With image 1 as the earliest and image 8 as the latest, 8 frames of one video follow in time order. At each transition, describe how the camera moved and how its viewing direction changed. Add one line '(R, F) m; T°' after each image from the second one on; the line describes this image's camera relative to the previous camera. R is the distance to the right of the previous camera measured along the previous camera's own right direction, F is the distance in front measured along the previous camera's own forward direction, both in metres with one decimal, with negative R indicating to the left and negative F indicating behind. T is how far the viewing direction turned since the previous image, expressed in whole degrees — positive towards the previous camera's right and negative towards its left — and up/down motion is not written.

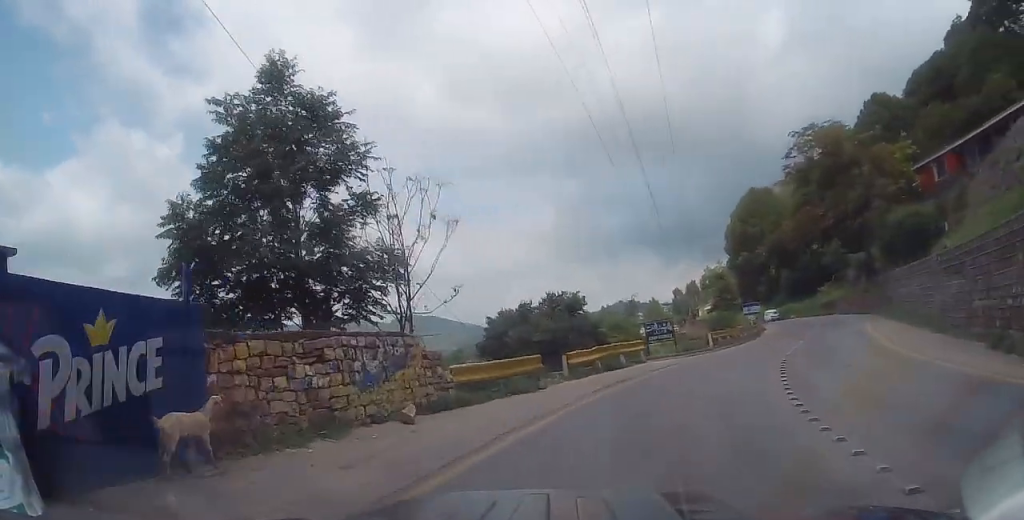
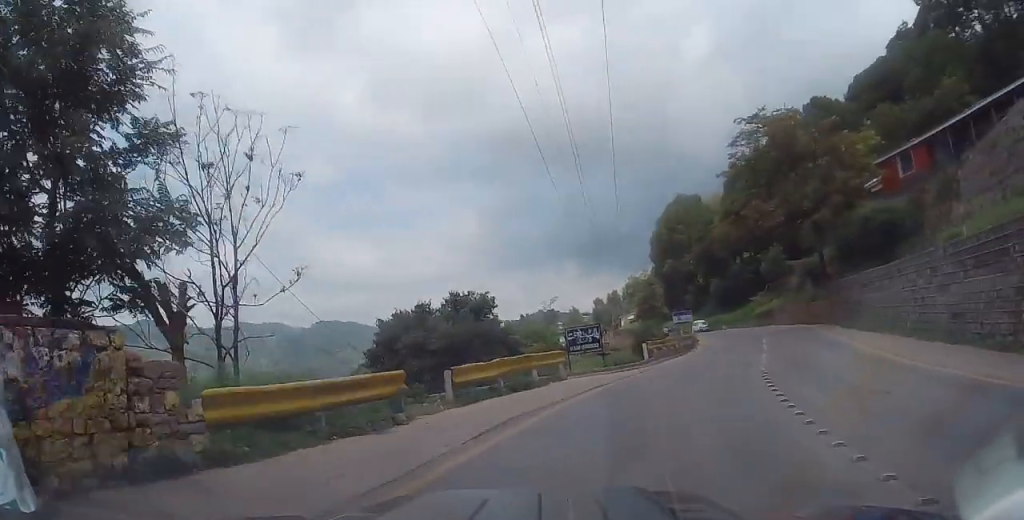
(+0.3, +5.7) m; +6°
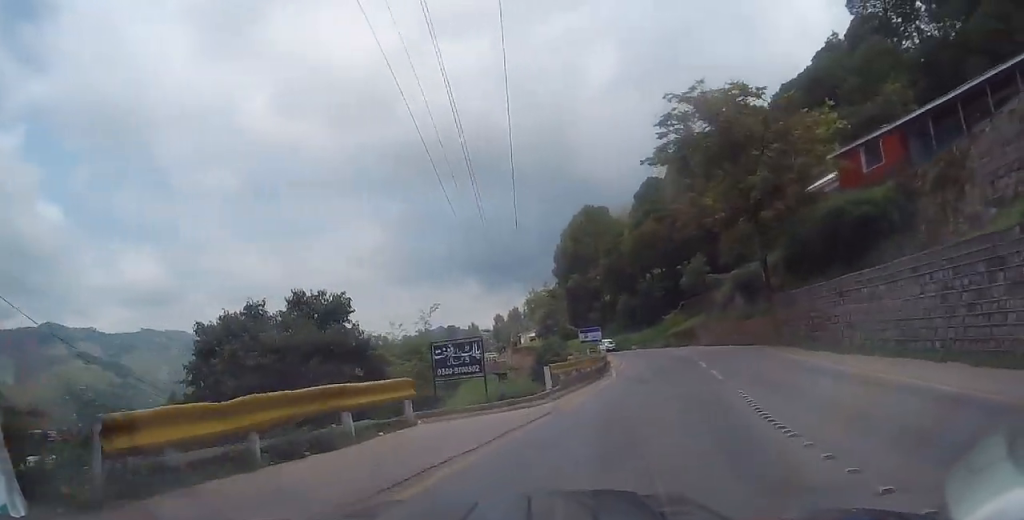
(+0.6, +7.4) m; +7°
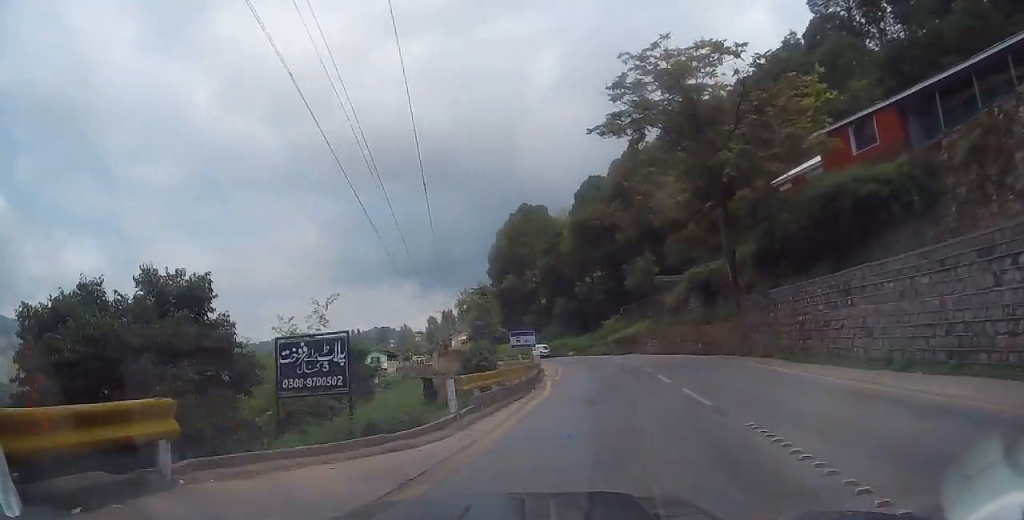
(+0.2, +5.5) m; +4°
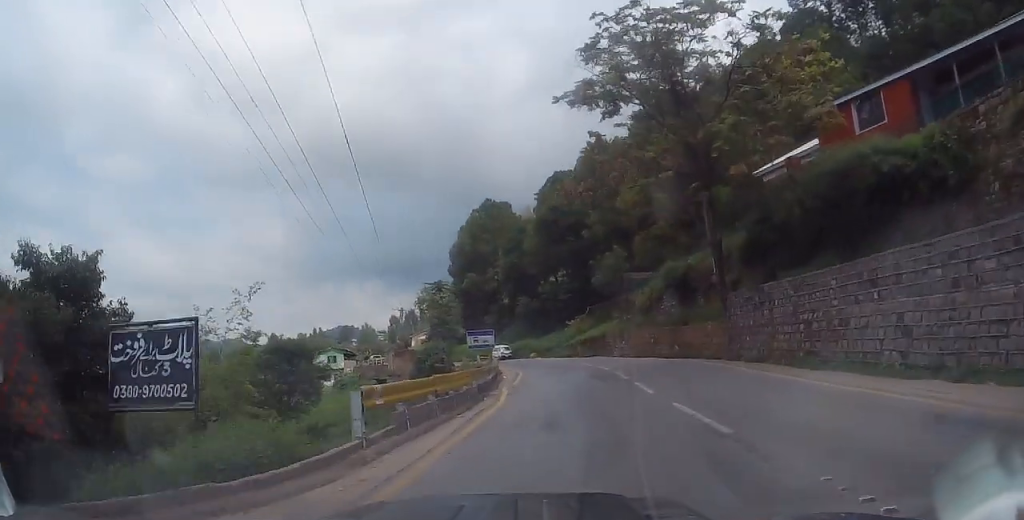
(+0.1, +3.7) m; +1°
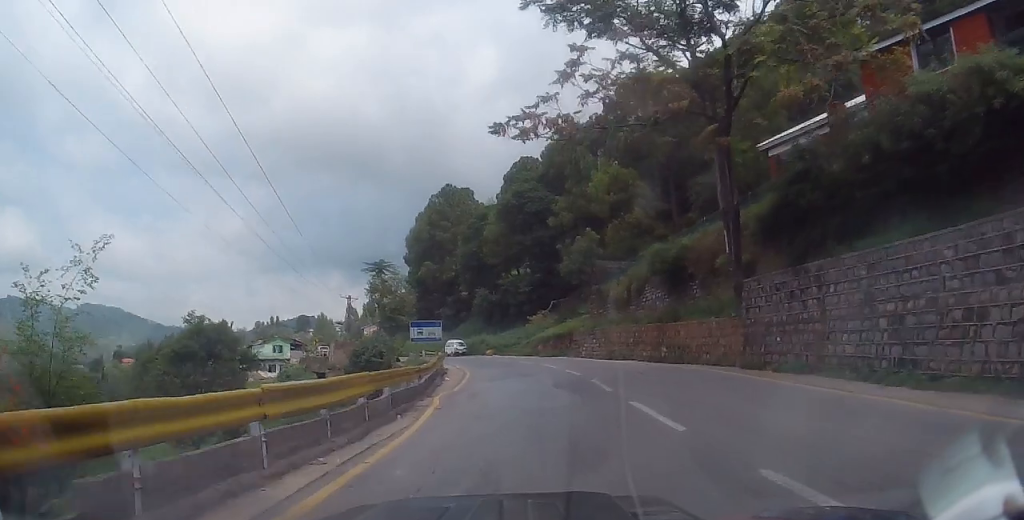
(+0.1, +6.4) m; +2°
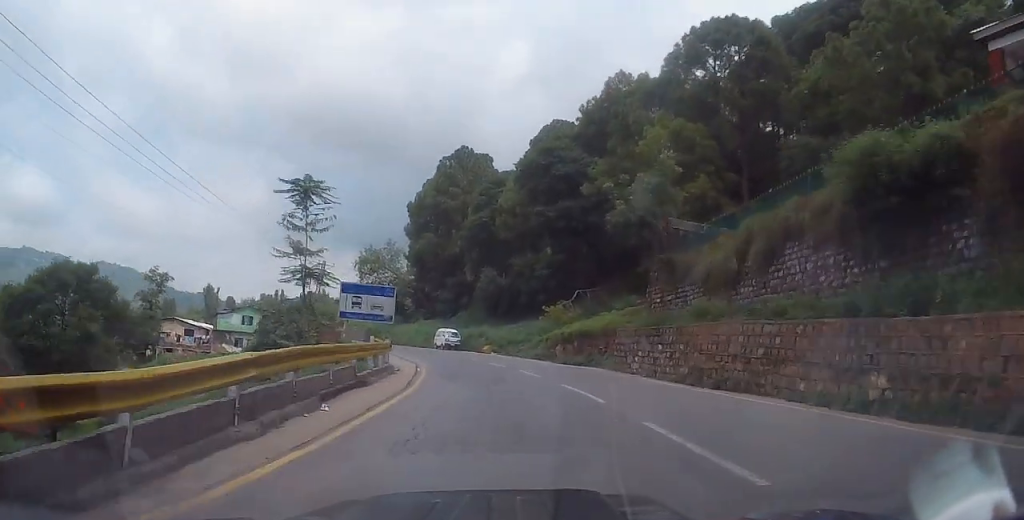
(+0.5, +15.2) m; +3°
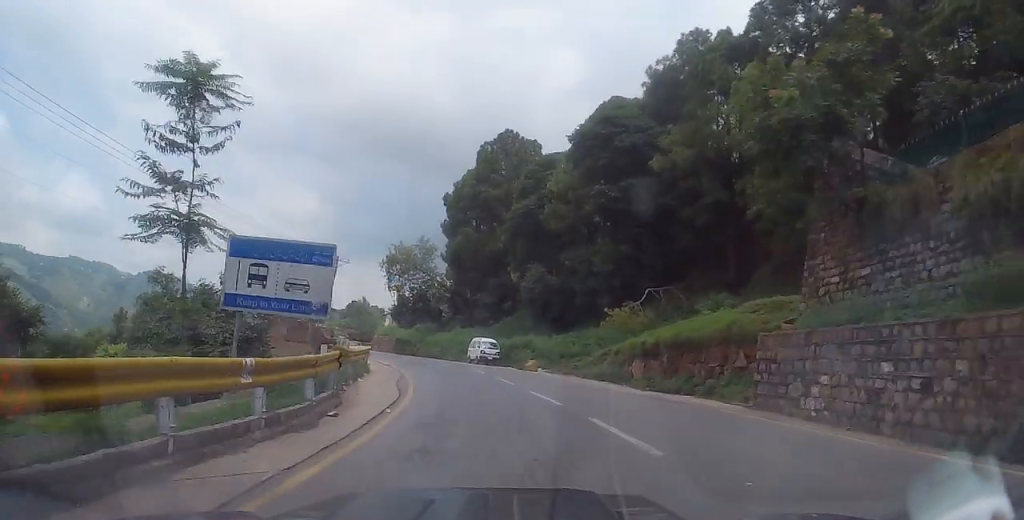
(-0.4, +10.9) m; -6°
